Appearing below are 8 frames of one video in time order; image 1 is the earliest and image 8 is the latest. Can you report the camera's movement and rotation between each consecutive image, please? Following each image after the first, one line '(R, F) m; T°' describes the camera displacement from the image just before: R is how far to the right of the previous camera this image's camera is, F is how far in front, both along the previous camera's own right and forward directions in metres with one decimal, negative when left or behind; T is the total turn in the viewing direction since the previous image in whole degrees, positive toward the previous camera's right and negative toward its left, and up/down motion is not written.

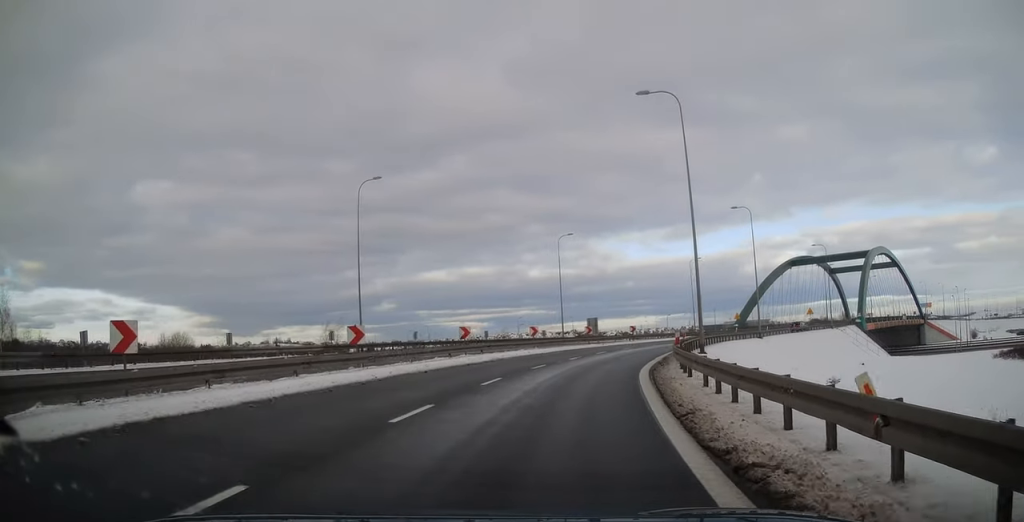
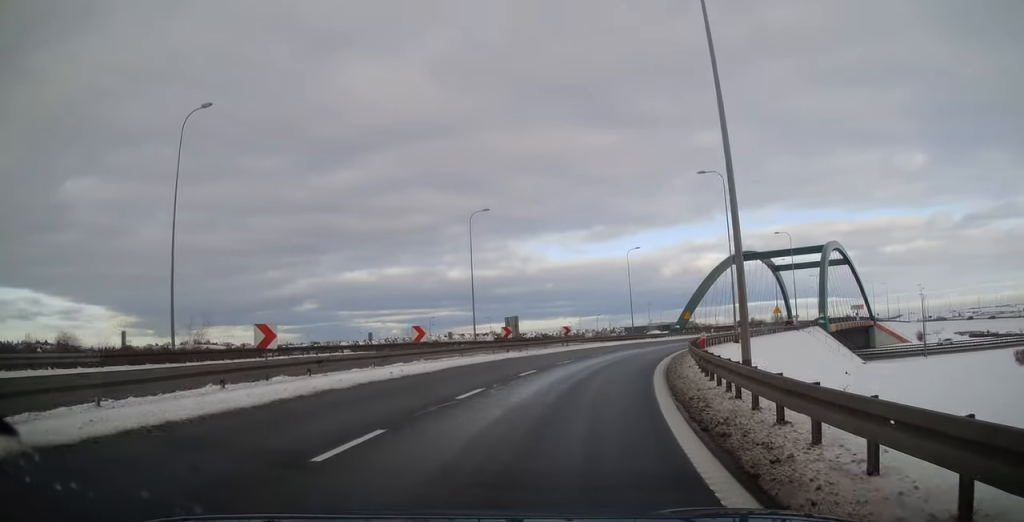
(+1.0, +14.5) m; +7°
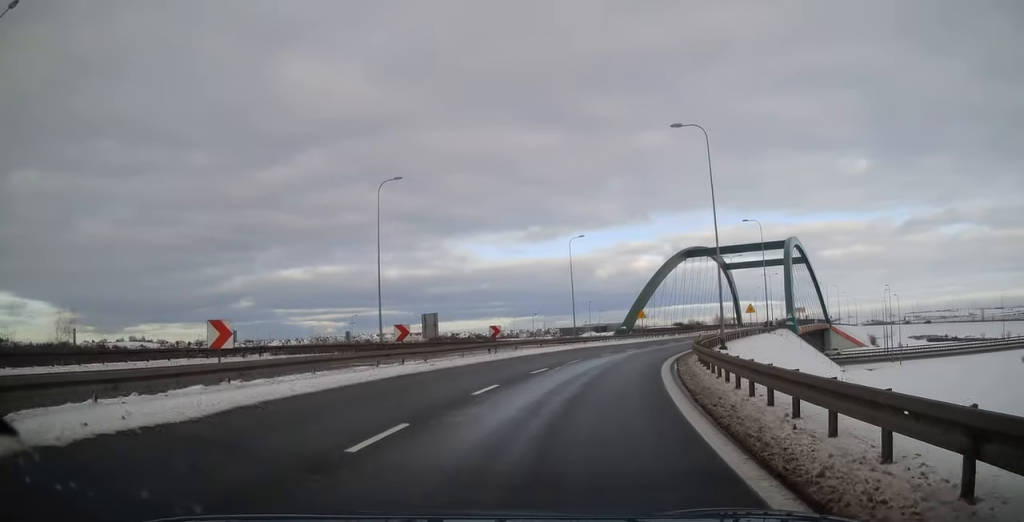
(+0.4, +11.4) m; +5°
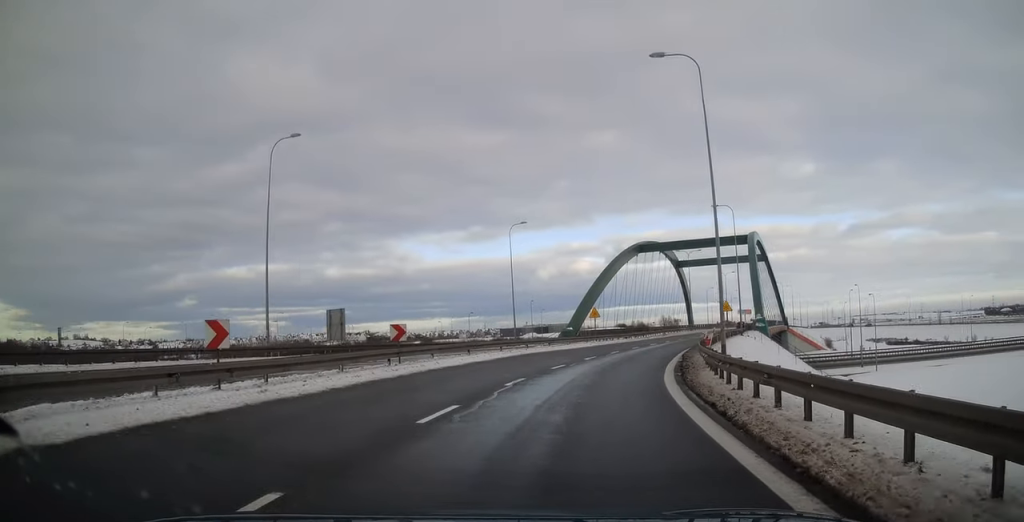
(+0.1, +9.8) m; +5°
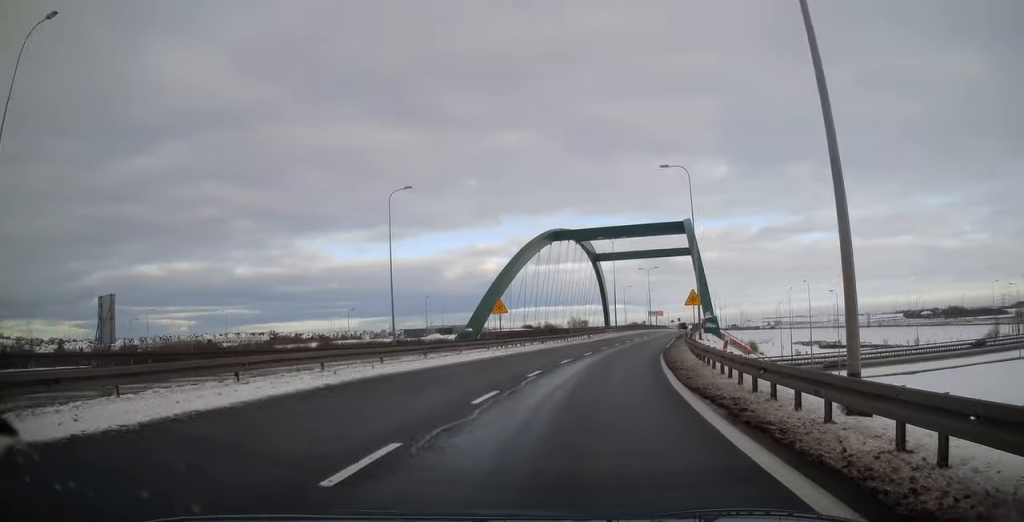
(+1.4, +15.4) m; +9°
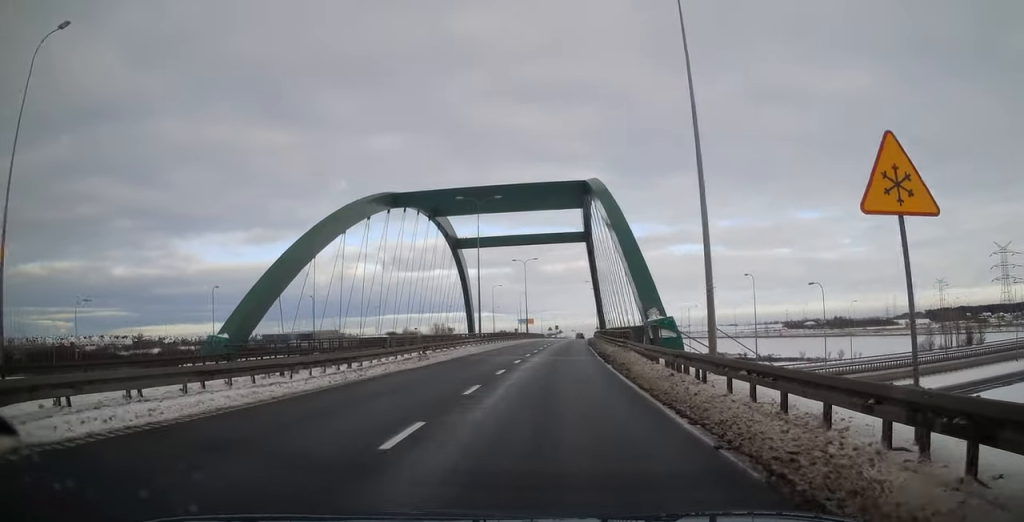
(+3.4, +27.8) m; +12°
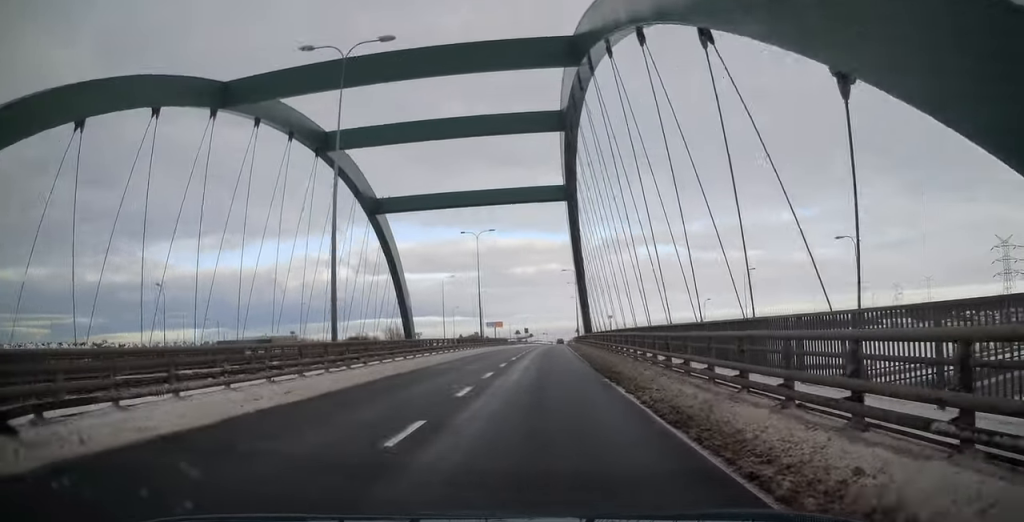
(+1.8, +29.3) m; +6°
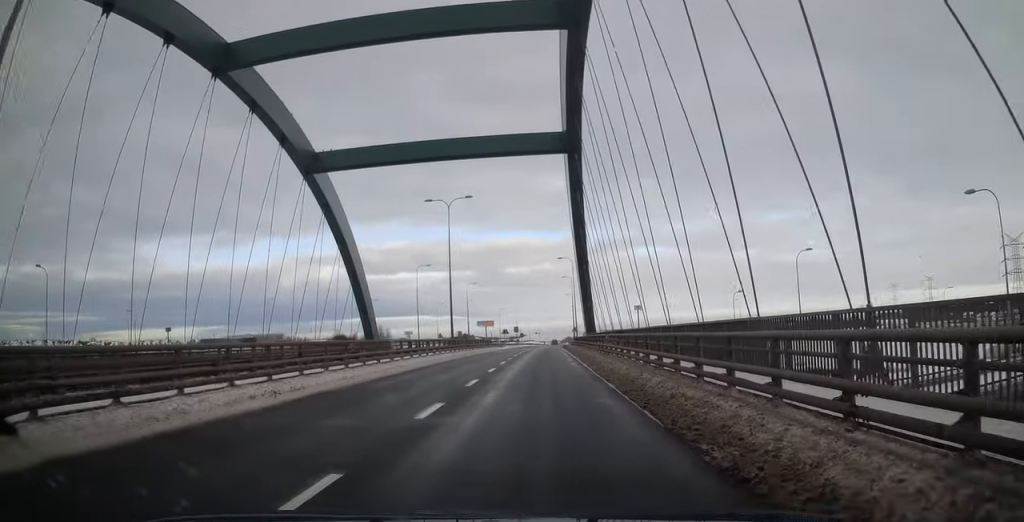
(+0.3, +15.3) m; +1°
